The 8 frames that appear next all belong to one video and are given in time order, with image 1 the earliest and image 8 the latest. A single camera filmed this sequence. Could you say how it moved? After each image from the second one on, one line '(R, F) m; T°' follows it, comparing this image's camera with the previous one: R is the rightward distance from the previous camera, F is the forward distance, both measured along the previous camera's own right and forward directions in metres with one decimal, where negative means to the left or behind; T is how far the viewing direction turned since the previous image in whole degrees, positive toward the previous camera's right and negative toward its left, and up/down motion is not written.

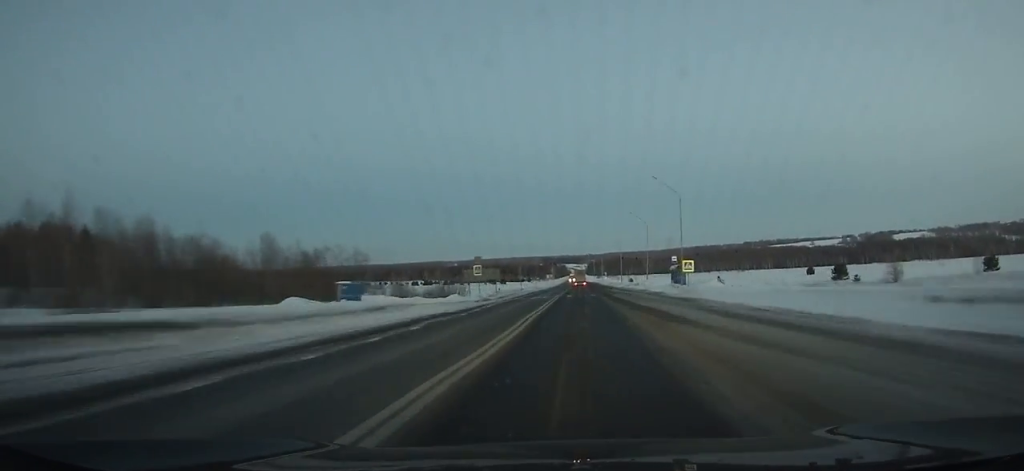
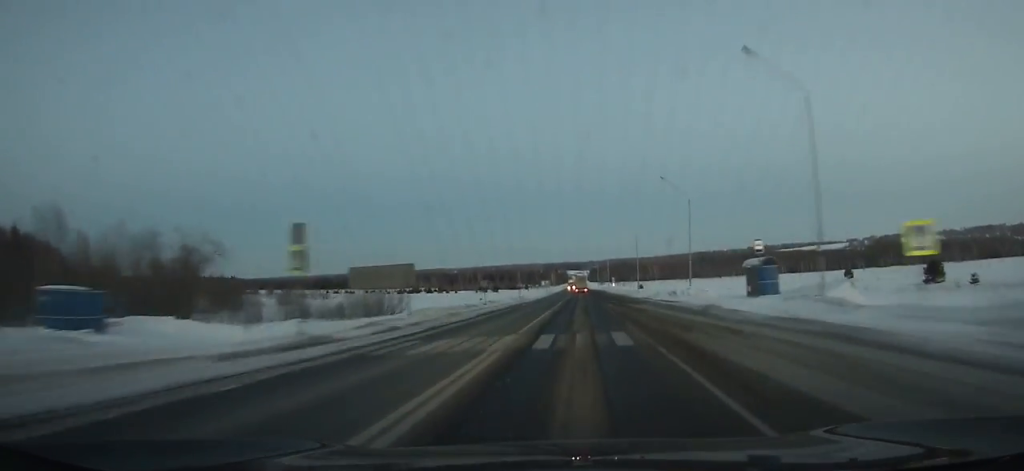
(0.0, +35.1) m; 0°
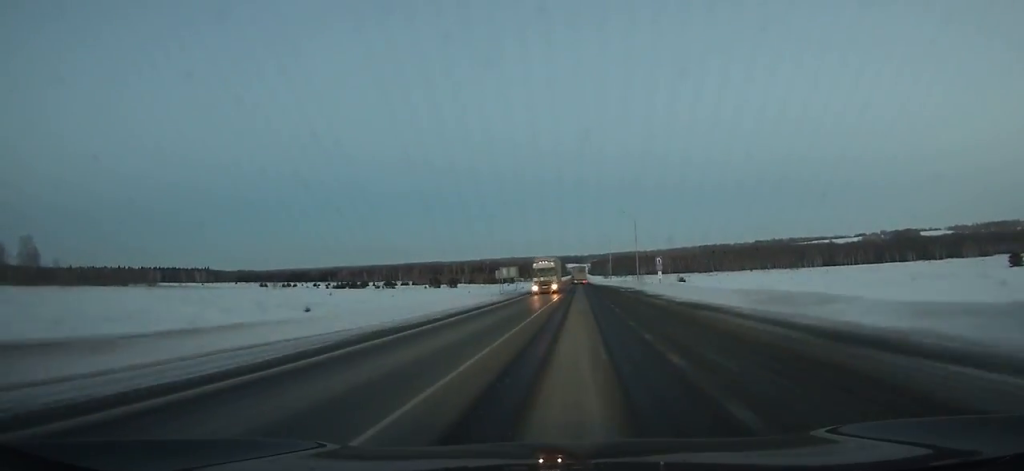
(-0.1, +89.7) m; 0°
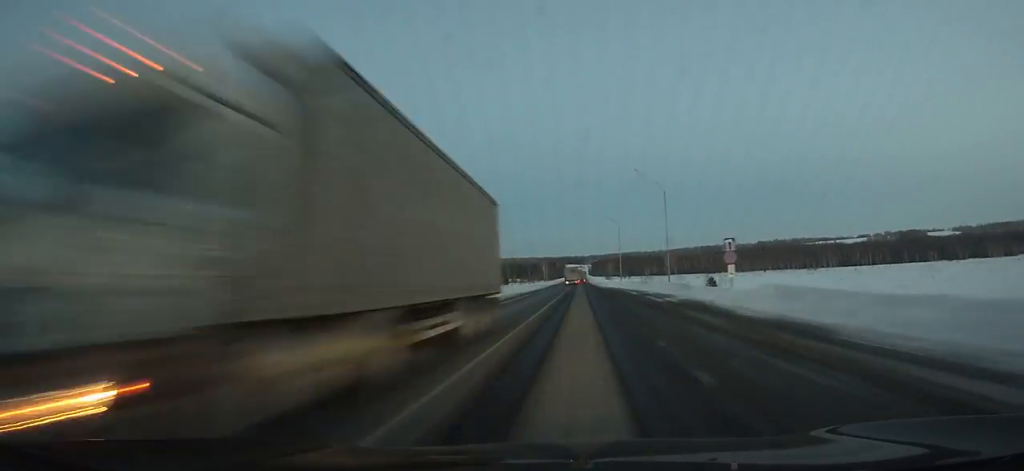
(0.0, +30.9) m; 0°
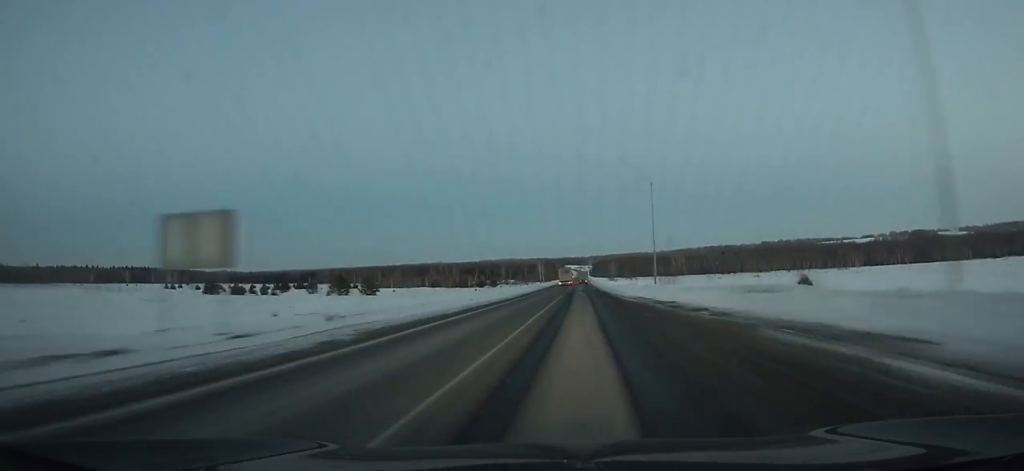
(0.0, +43.0) m; 0°
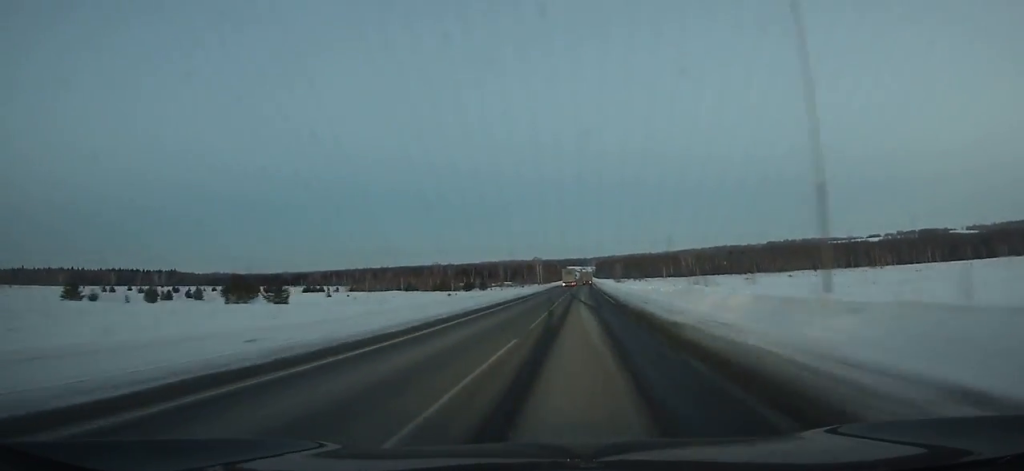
(0.0, +36.0) m; 0°
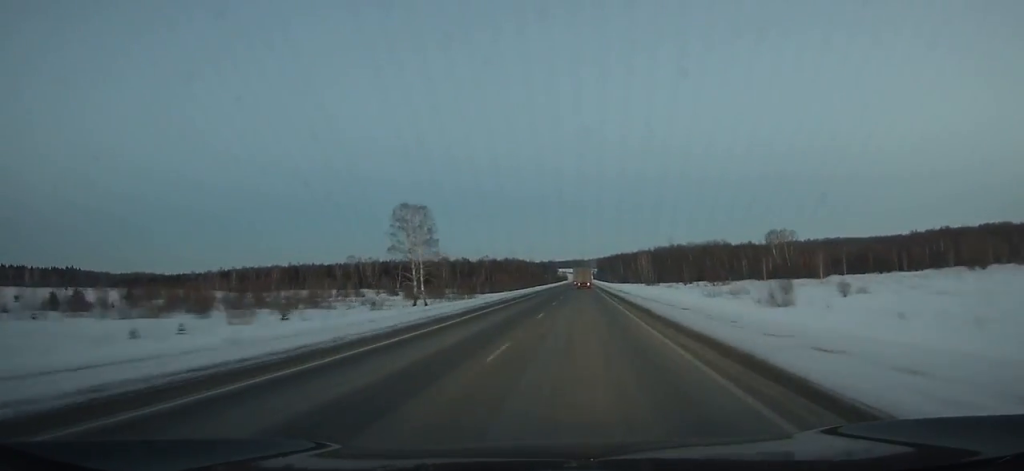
(+0.1, +233.4) m; 0°
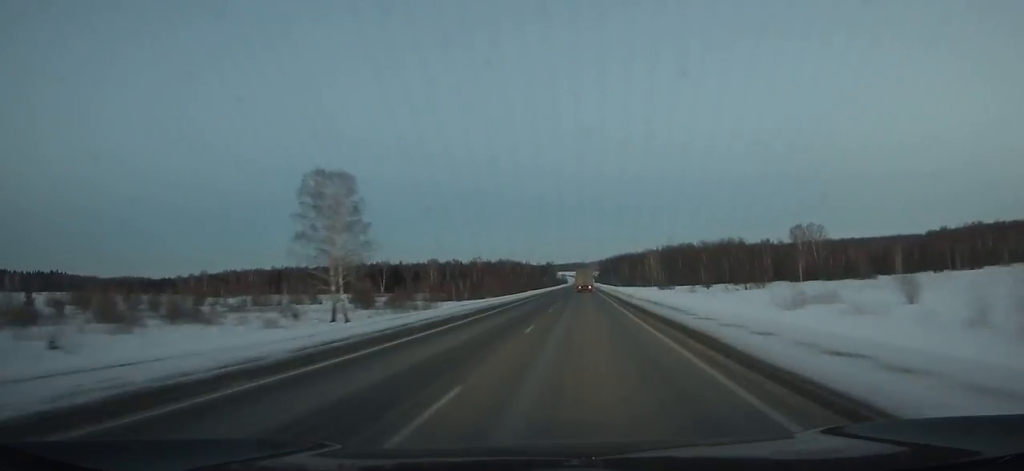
(+0.1, +30.8) m; 0°
